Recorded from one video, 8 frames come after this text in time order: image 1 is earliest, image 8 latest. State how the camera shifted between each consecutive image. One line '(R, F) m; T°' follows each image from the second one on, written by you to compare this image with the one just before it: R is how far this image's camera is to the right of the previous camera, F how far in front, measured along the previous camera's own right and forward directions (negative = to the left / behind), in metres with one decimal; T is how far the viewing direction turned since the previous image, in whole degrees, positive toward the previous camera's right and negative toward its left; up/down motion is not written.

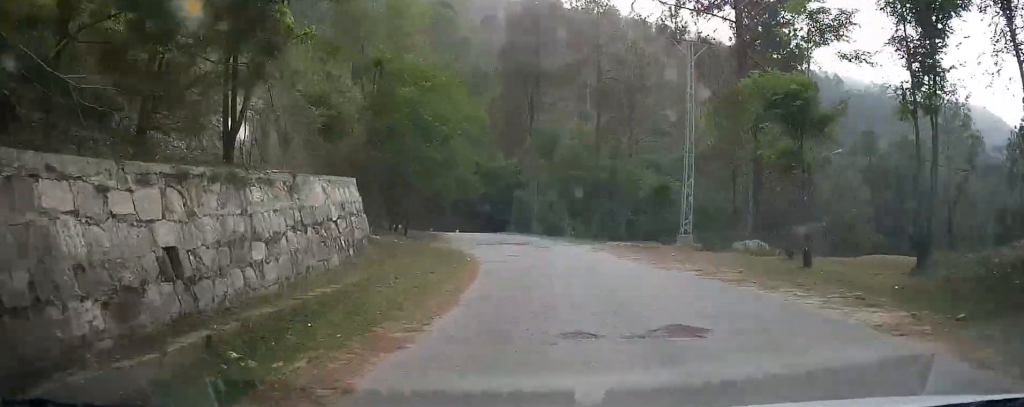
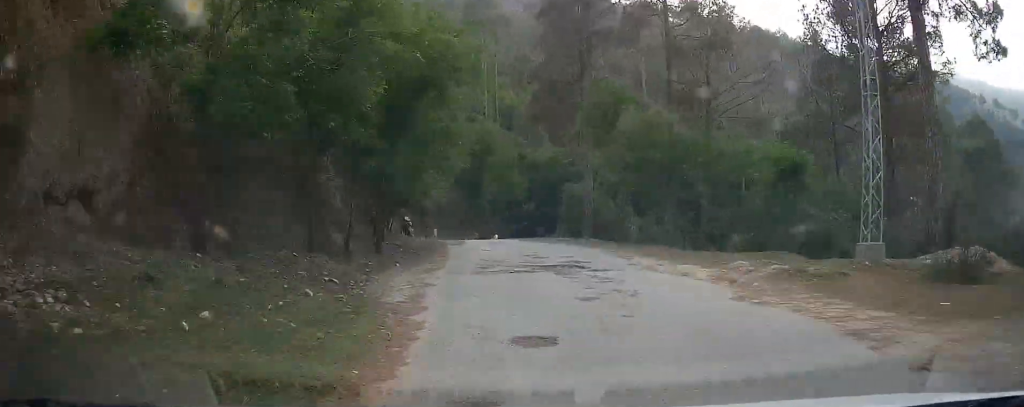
(+0.9, +11.3) m; -1°
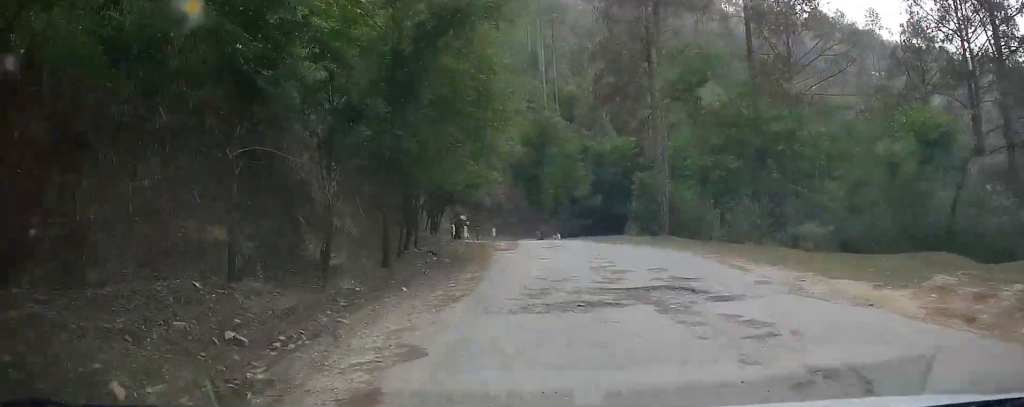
(+1.5, +5.6) m; -4°
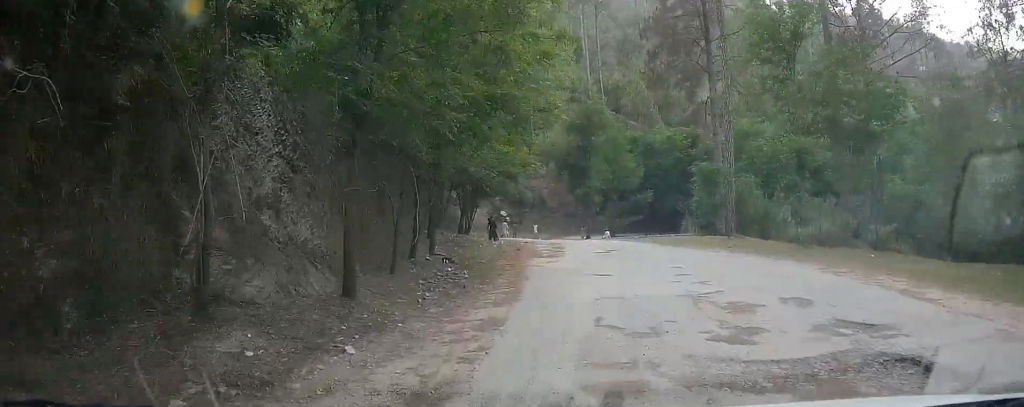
(-1.5, +4.3) m; -15°
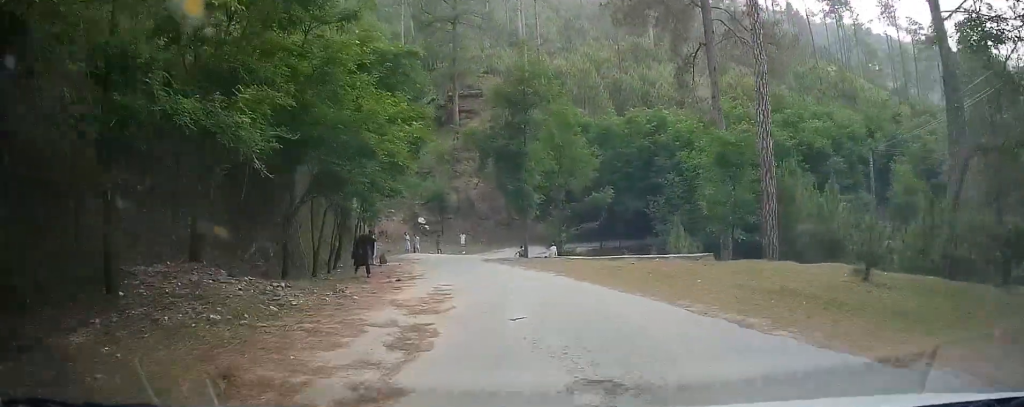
(-2.7, +18.0) m; +2°
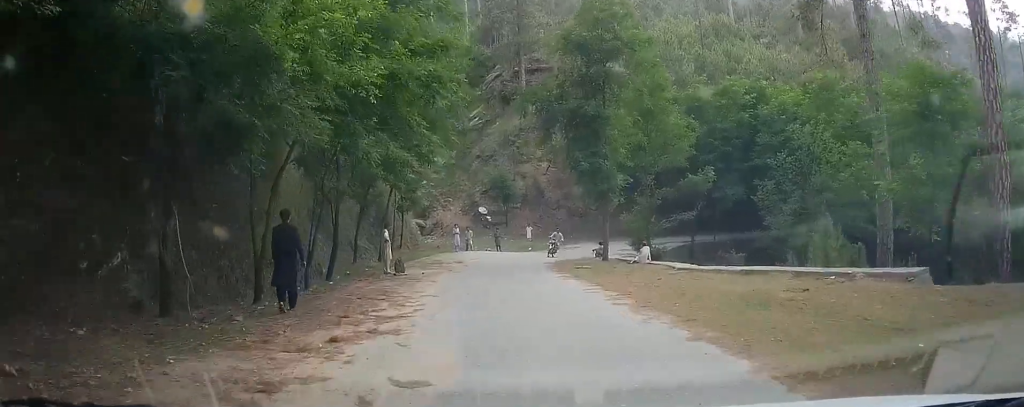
(+0.2, +7.7) m; -2°
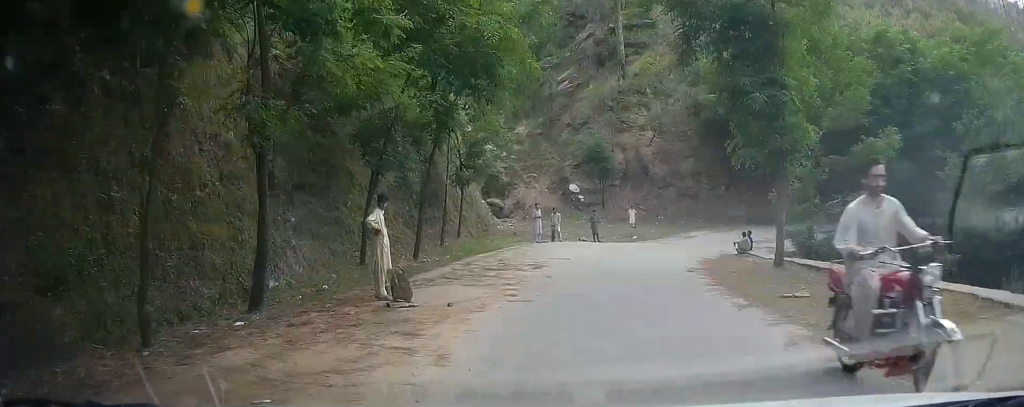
(-0.6, +10.1) m; -4°
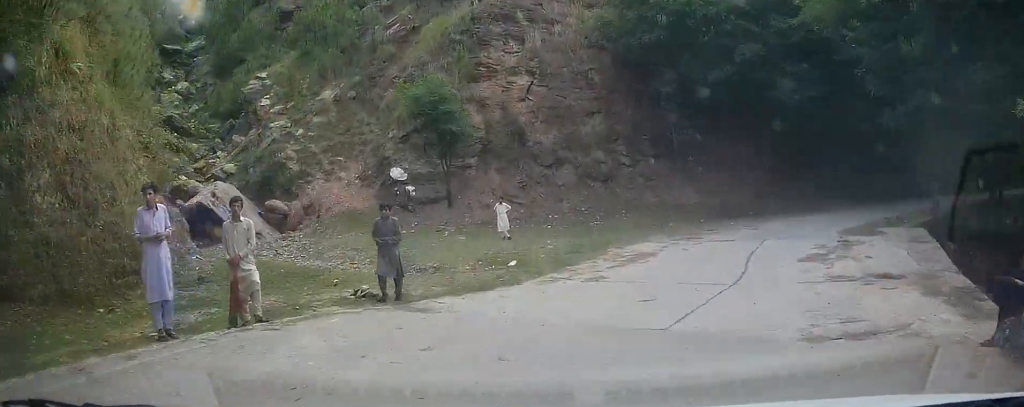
(+0.5, +17.2) m; +13°
